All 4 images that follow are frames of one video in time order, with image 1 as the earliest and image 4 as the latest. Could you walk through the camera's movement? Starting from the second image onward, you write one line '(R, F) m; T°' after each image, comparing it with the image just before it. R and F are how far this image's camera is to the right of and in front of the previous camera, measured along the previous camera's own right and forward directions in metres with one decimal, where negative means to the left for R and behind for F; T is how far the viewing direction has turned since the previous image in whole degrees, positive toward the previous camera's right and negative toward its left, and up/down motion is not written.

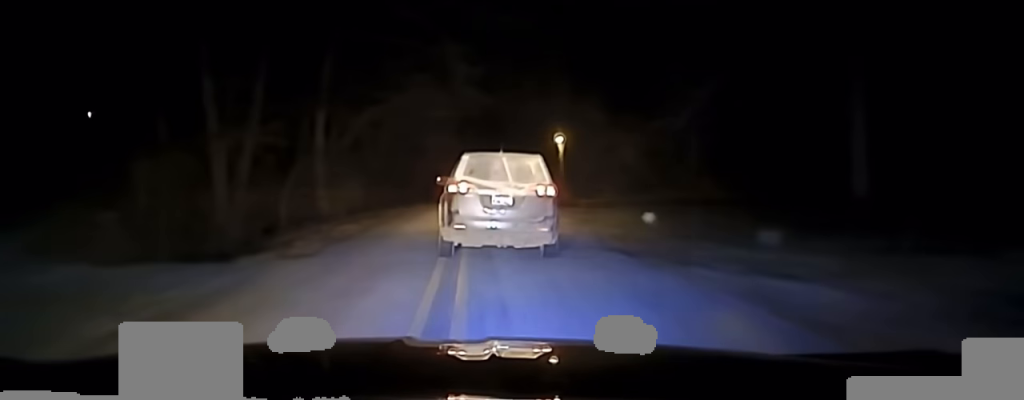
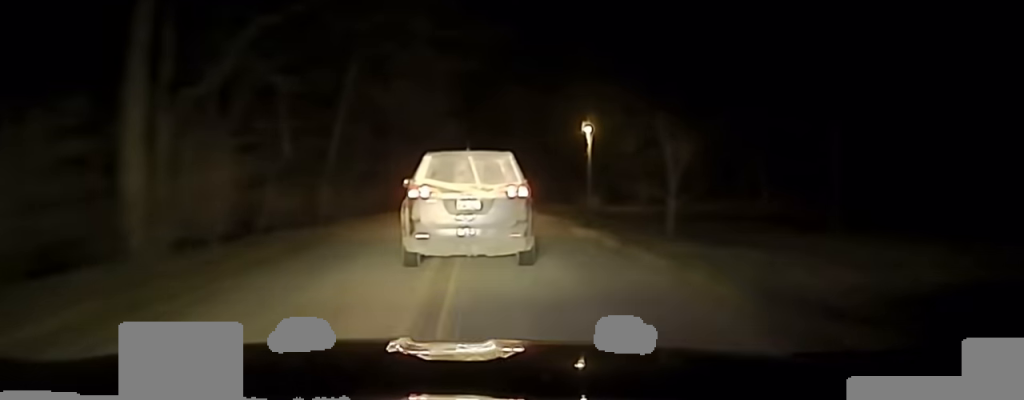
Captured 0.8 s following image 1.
(-0.7, +22.3) m; -1°
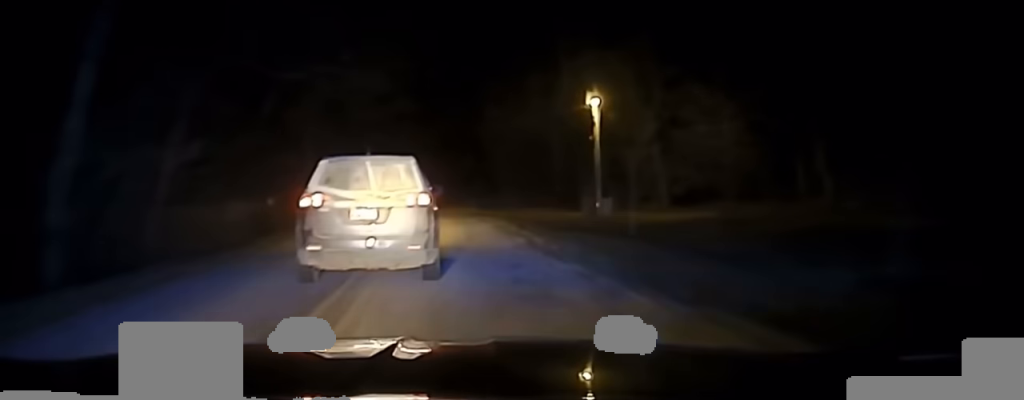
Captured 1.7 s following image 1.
(0.0, +23.2) m; +1°
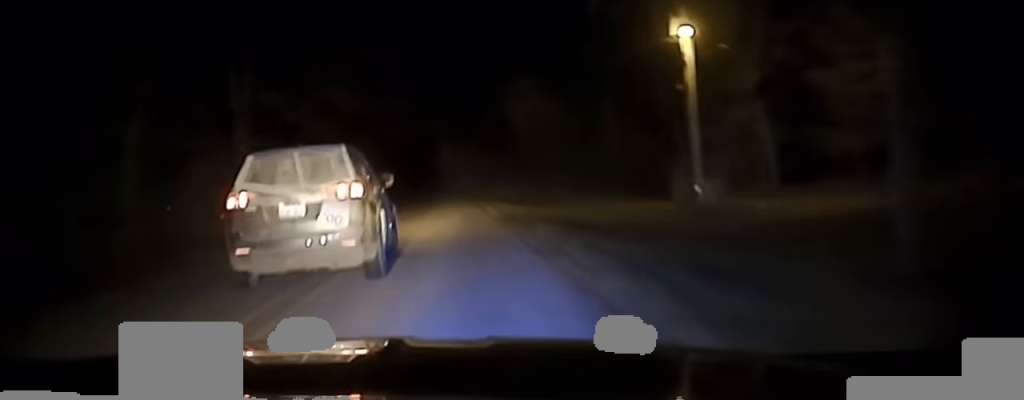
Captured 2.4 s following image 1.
(+0.3, +19.3) m; +1°
